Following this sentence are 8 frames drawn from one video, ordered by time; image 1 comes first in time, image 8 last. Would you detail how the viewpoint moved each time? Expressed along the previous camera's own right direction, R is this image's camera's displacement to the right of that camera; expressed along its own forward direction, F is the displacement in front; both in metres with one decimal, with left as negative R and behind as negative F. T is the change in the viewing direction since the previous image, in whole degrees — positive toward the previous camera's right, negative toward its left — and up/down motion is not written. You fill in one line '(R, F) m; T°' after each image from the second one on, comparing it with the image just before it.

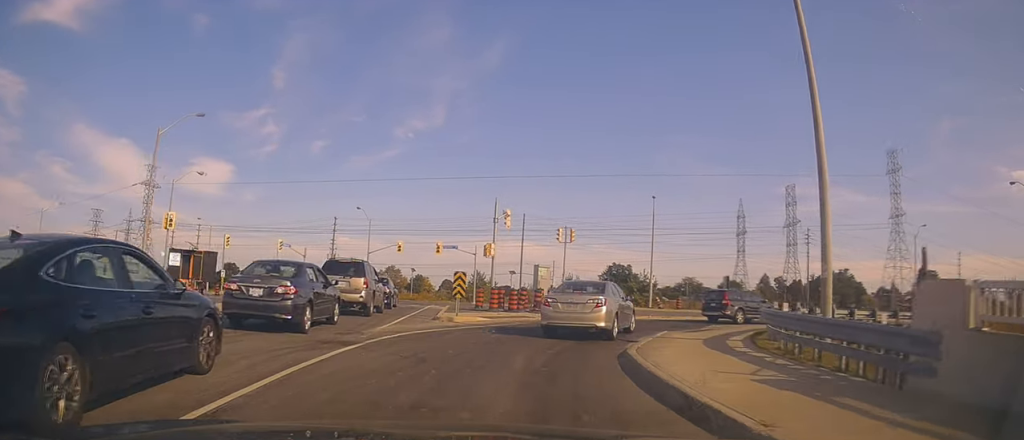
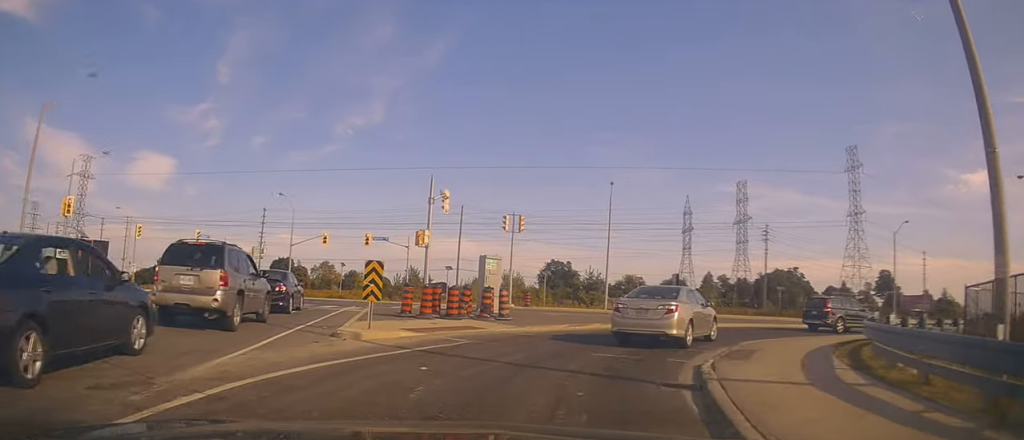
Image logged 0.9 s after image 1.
(+0.4, +7.1) m; +8°
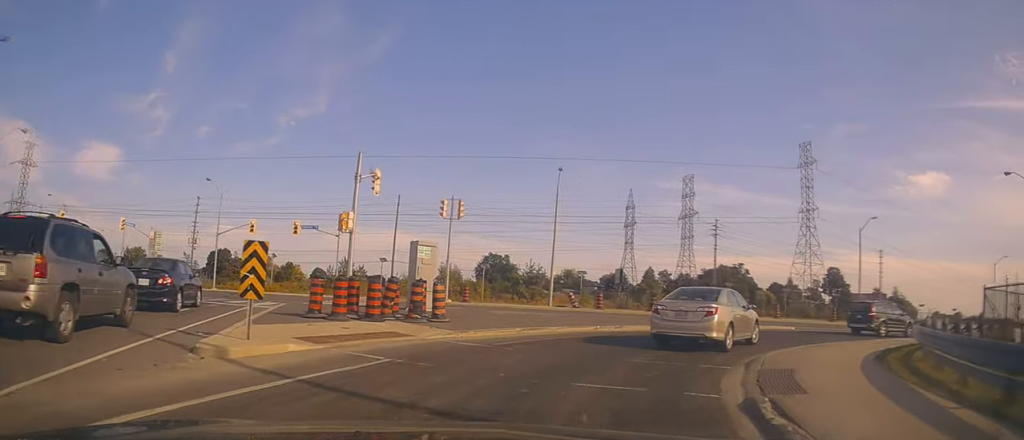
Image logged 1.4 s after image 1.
(+0.2, +4.1) m; +6°
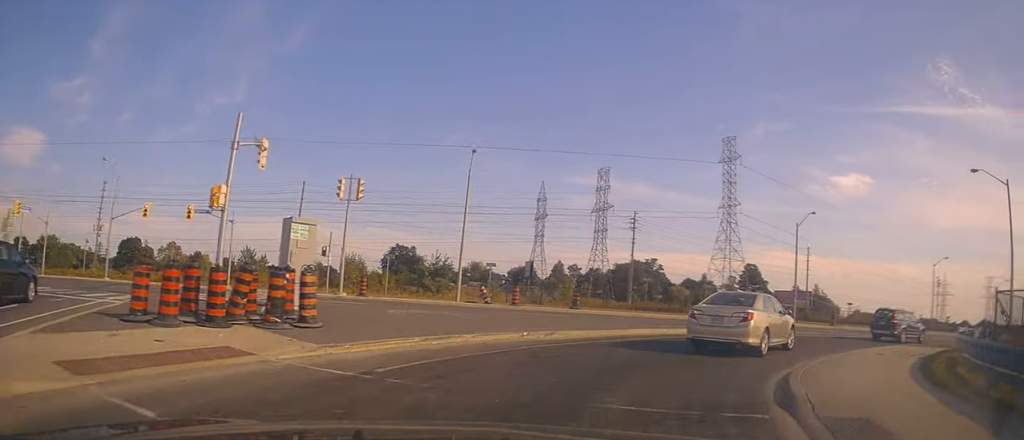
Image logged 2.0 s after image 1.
(+0.3, +4.5) m; +7°
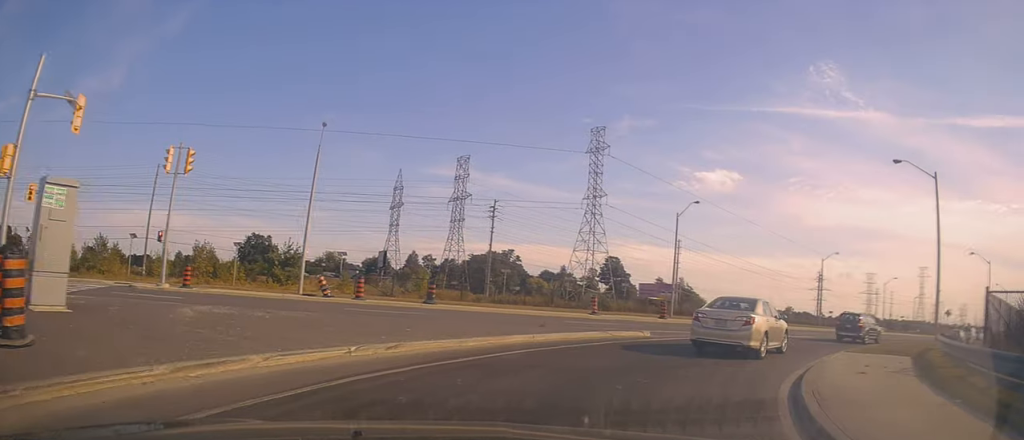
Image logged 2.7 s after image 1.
(+0.3, +4.8) m; +9°
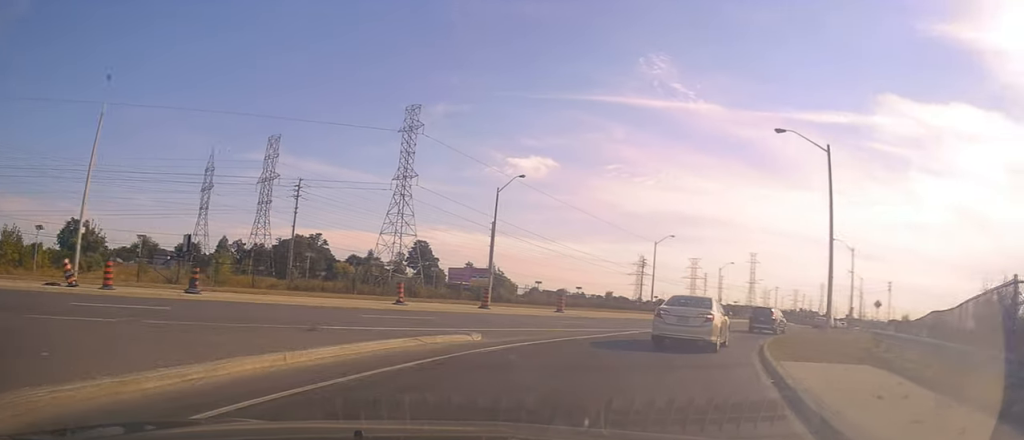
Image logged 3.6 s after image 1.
(+0.6, +6.0) m; +16°
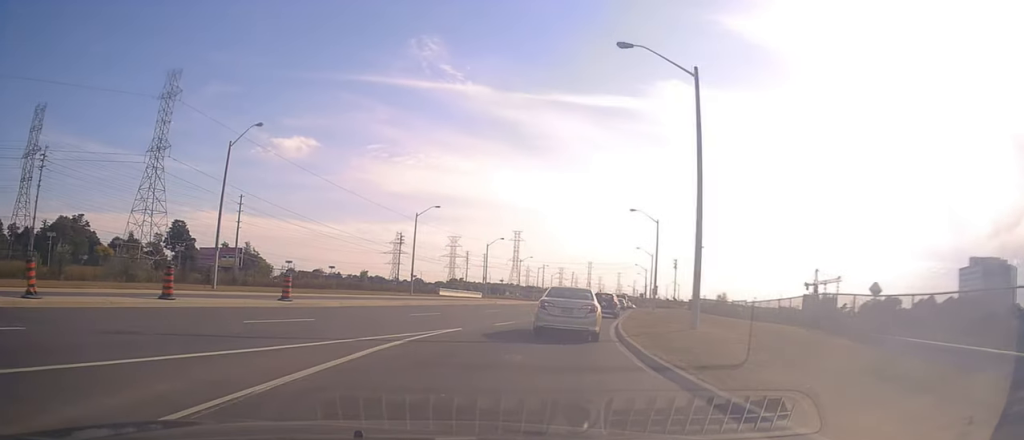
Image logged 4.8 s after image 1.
(+2.4, +9.1) m; +26°
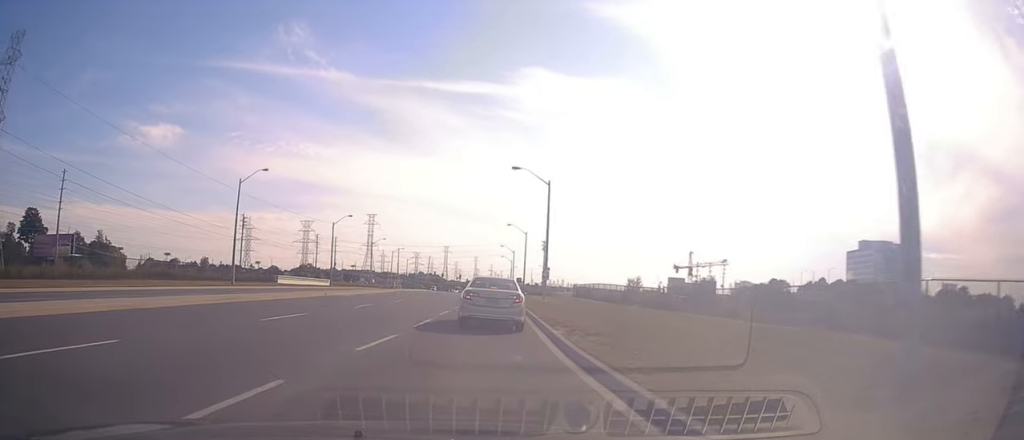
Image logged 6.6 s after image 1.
(+3.7, +14.8) m; +23°
